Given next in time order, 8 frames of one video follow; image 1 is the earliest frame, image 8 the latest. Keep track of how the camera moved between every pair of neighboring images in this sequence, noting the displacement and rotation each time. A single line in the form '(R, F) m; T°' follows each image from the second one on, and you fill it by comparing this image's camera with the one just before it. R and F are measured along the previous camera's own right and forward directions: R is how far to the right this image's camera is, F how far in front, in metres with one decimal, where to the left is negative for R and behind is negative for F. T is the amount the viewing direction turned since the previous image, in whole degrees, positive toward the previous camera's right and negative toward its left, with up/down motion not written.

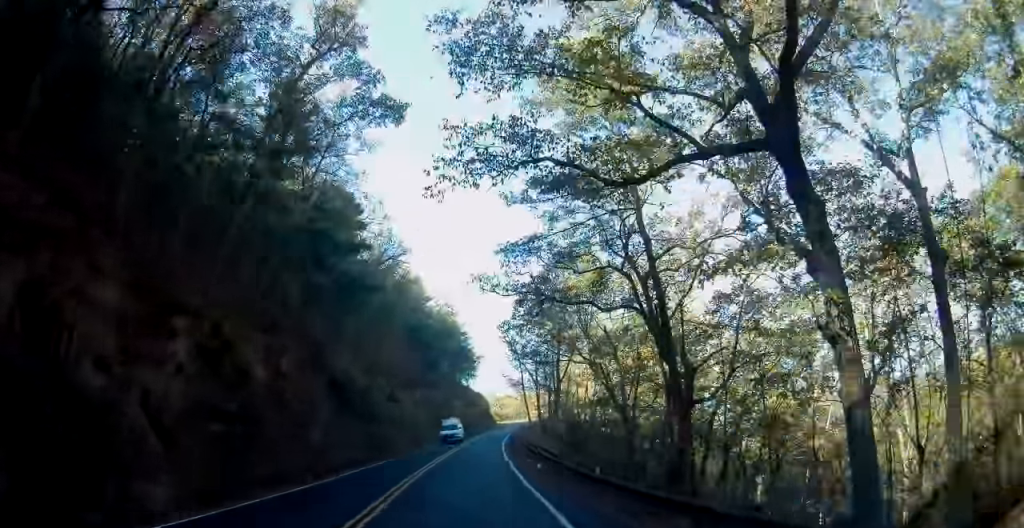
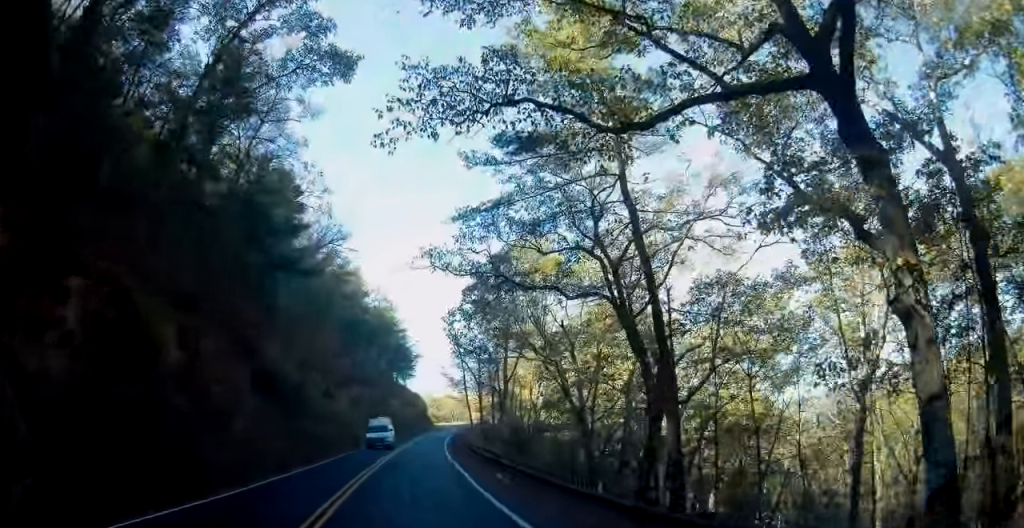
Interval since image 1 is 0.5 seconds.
(0.0, +4.3) m; +6°
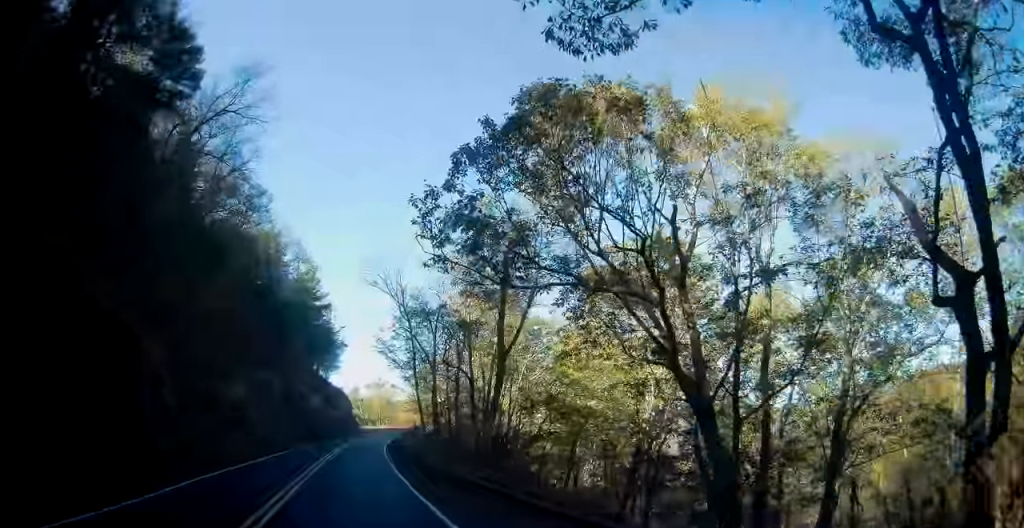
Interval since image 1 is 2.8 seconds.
(+4.2, +21.6) m; +16°
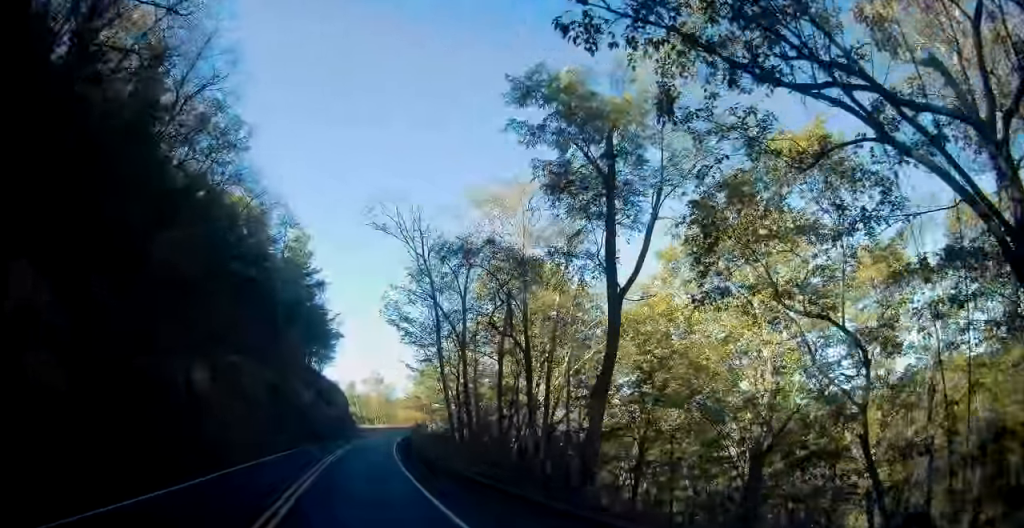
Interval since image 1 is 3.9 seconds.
(+0.3, +12.8) m; +2°
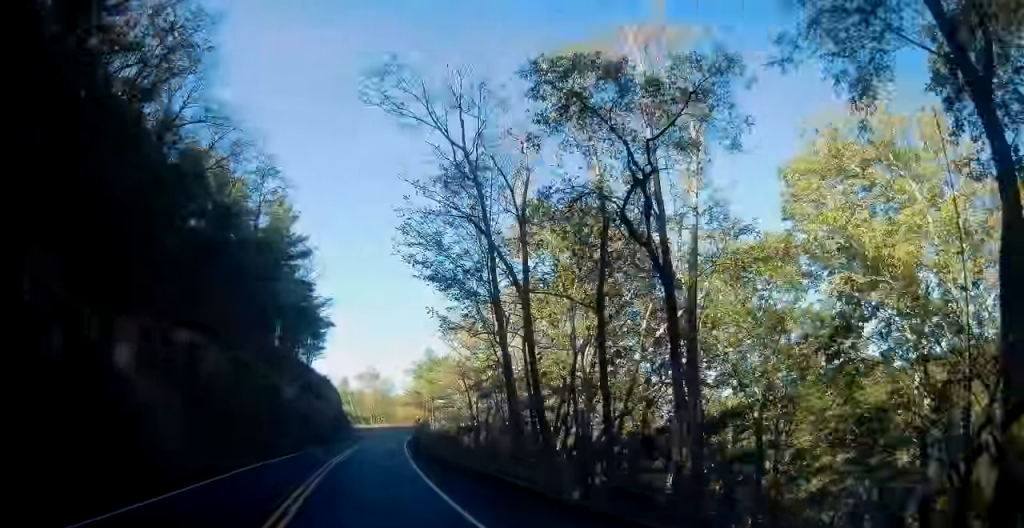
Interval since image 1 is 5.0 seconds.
(+0.2, +13.2) m; +1°
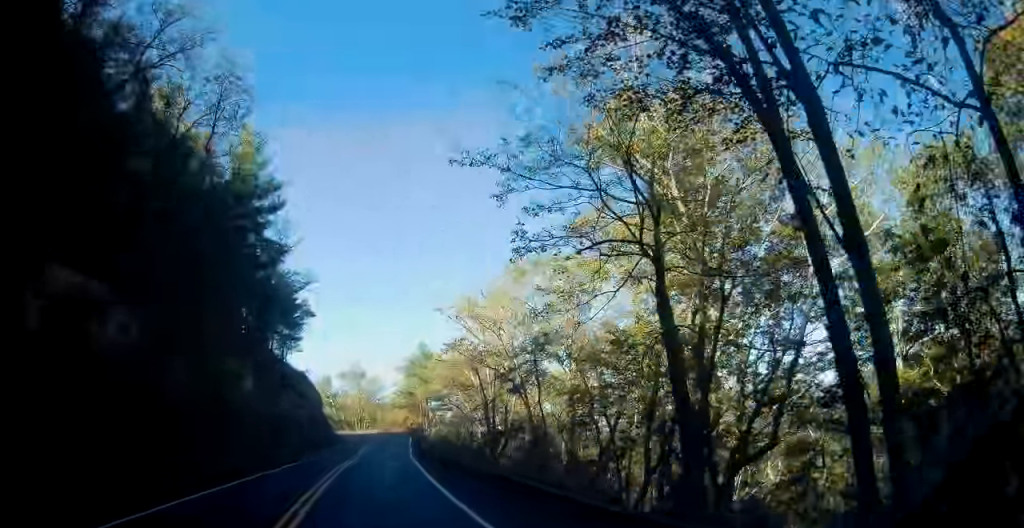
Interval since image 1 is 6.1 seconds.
(-0.2, +14.7) m; -1°
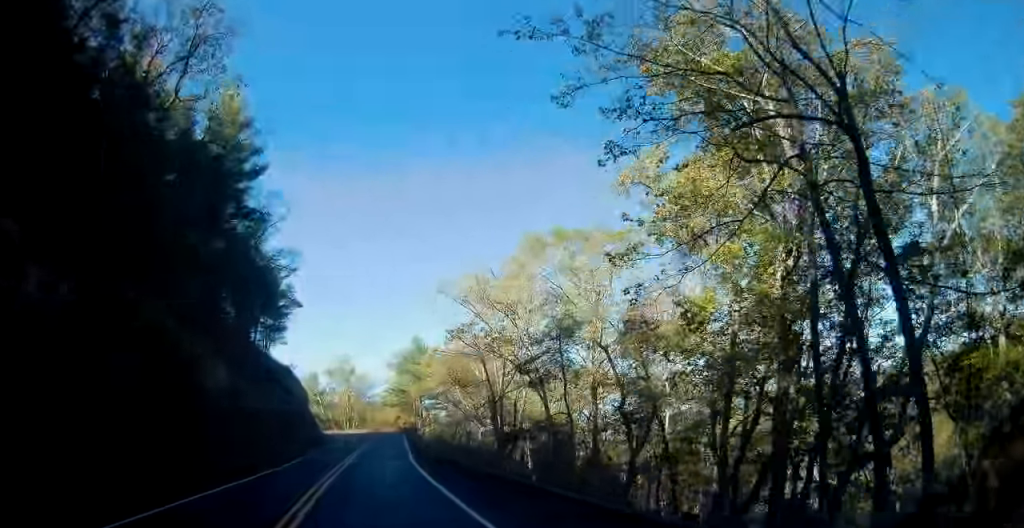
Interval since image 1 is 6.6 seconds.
(-0.1, +6.6) m; 0°
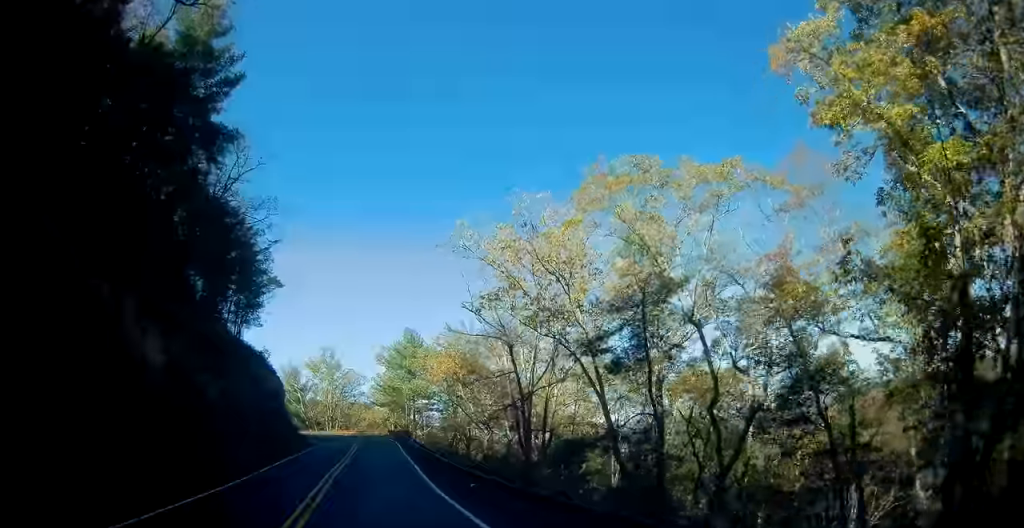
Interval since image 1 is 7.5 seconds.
(+0.2, +11.1) m; +3°
